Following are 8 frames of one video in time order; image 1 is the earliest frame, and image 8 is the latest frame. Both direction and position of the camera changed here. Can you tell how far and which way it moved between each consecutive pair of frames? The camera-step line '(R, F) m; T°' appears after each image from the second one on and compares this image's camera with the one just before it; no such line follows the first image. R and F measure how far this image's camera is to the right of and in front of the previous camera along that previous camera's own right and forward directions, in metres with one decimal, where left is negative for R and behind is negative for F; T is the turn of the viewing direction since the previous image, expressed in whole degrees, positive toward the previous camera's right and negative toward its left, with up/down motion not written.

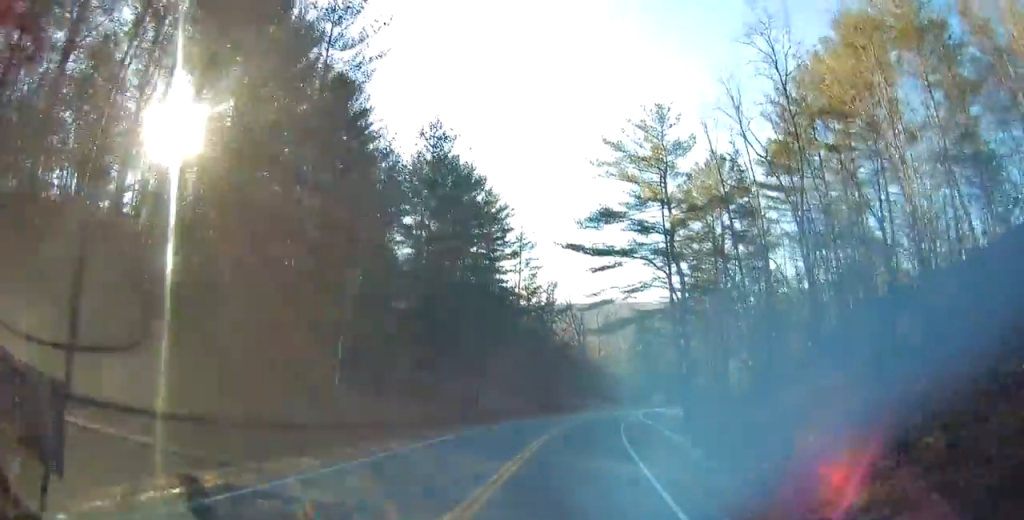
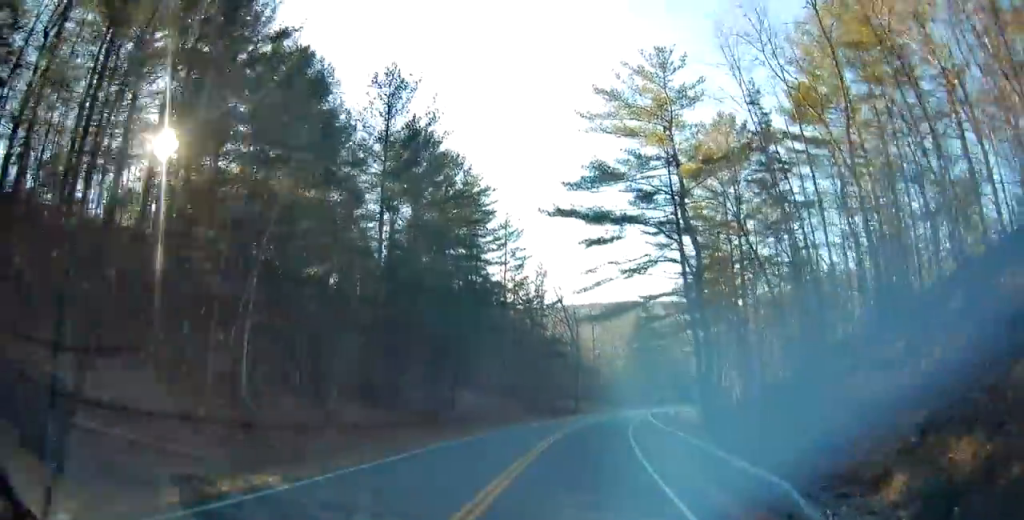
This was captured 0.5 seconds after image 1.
(+0.2, +7.9) m; +1°
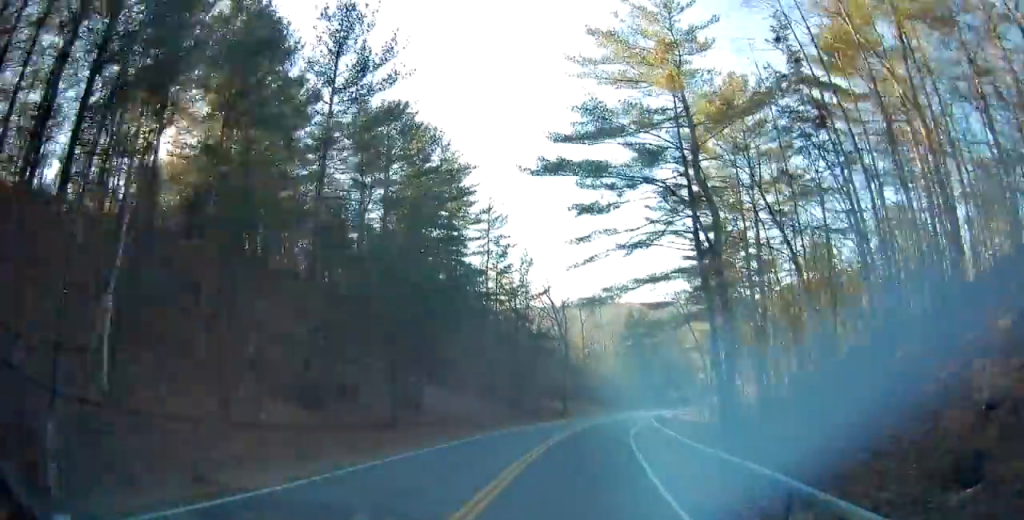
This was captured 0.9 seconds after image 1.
(+0.1, +6.9) m; +1°
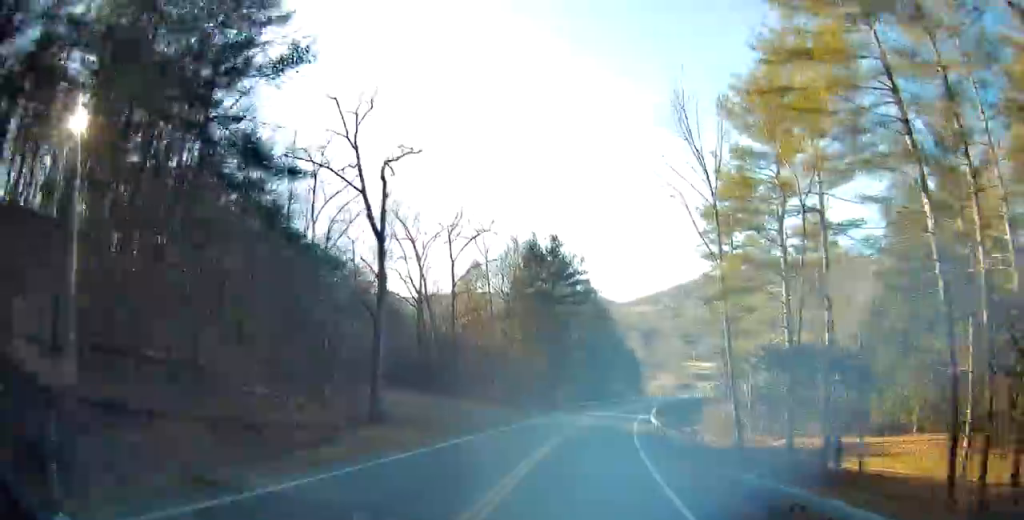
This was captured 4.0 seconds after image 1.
(+2.6, +47.0) m; +8°
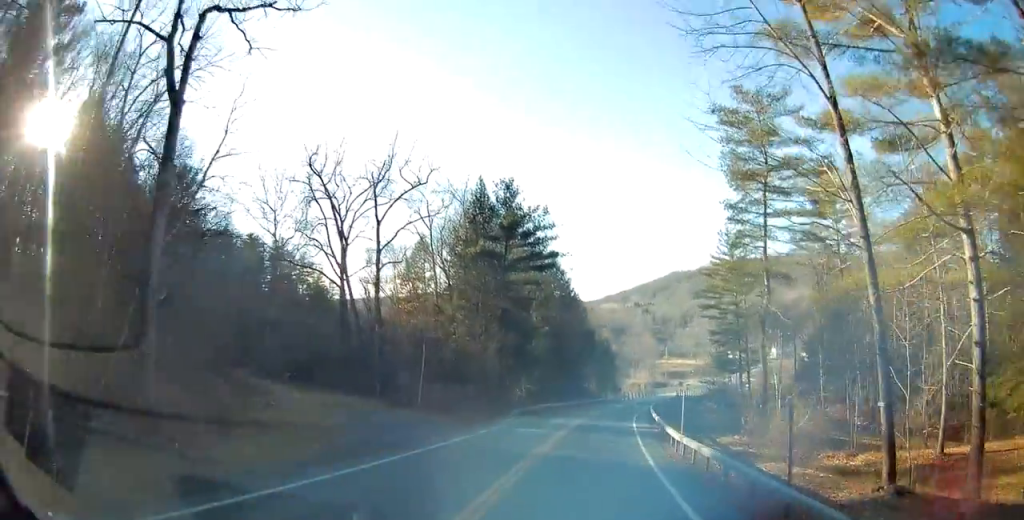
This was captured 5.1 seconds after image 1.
(+0.6, +17.0) m; +2°
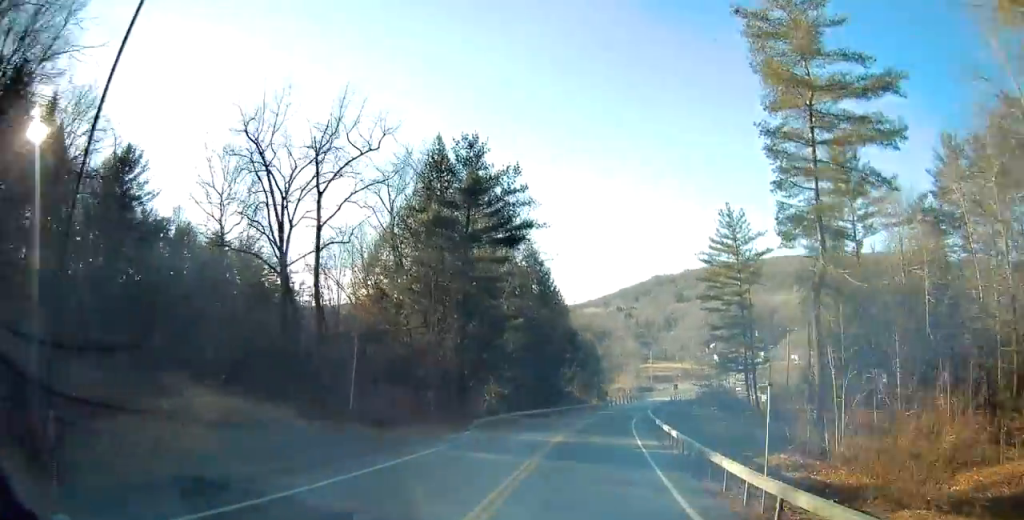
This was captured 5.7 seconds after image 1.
(0.0, +9.7) m; +2°
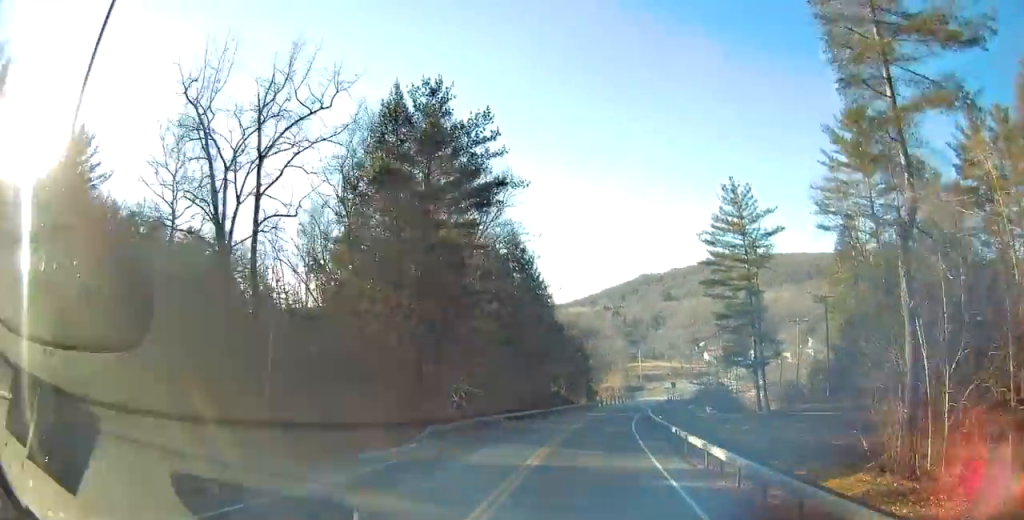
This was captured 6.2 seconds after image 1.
(0.0, +7.7) m; +2°
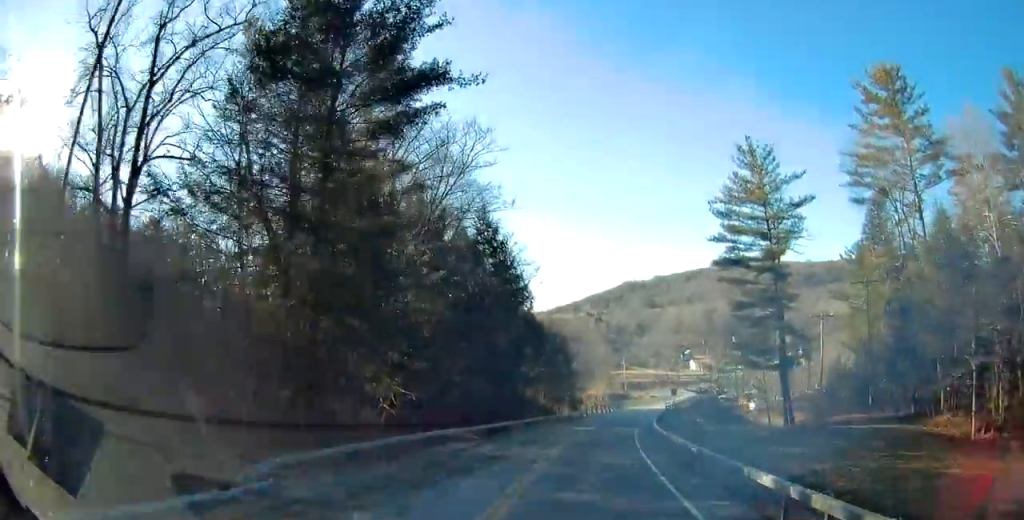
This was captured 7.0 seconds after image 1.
(+0.4, +11.4) m; +4°
